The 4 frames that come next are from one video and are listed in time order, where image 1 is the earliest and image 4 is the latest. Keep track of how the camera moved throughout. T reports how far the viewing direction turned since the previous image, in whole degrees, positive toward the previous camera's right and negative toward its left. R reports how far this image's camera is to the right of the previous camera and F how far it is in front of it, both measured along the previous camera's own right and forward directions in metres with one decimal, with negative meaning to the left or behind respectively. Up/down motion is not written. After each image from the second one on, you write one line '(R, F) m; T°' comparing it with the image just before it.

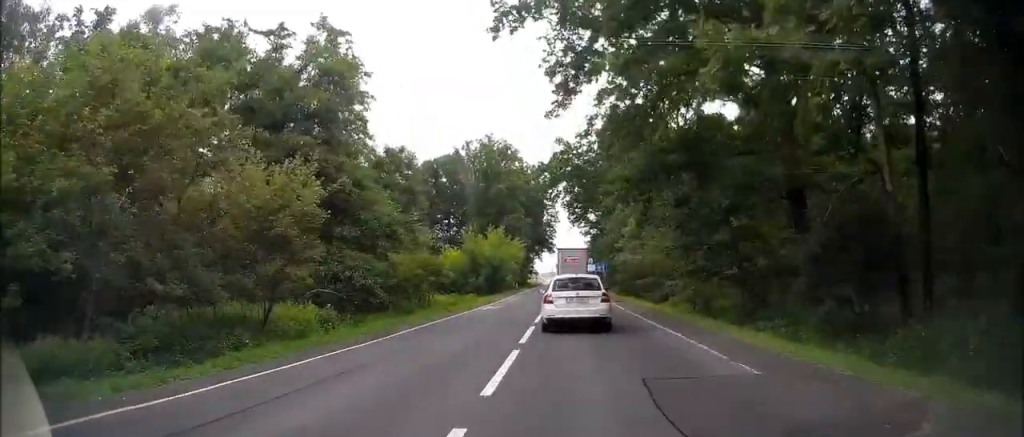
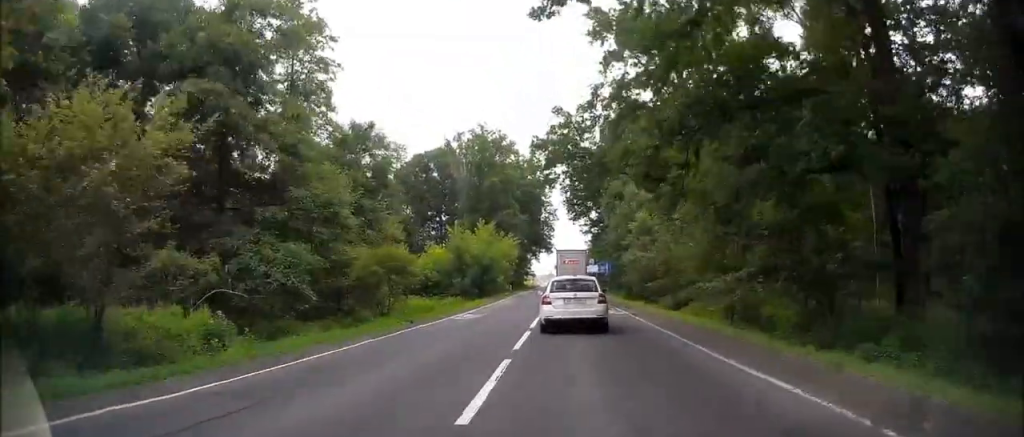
(+1.4, +8.1) m; -4°
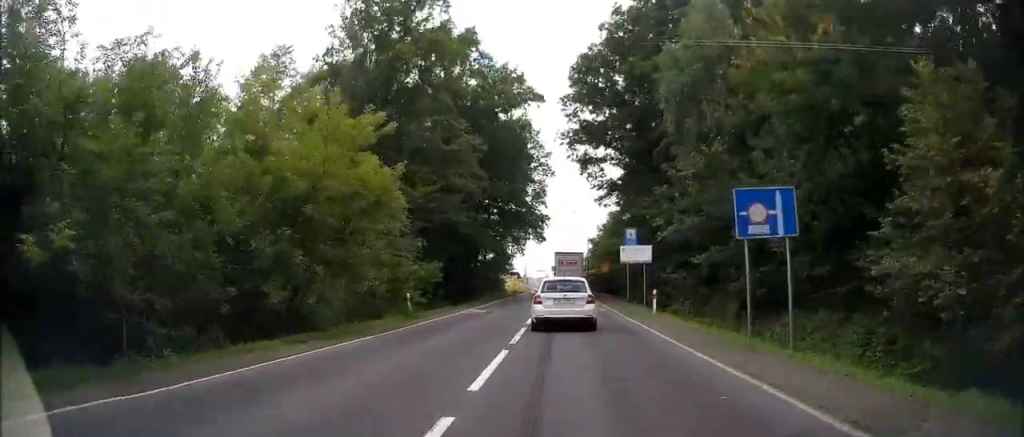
(-4.5, +47.1) m; -2°
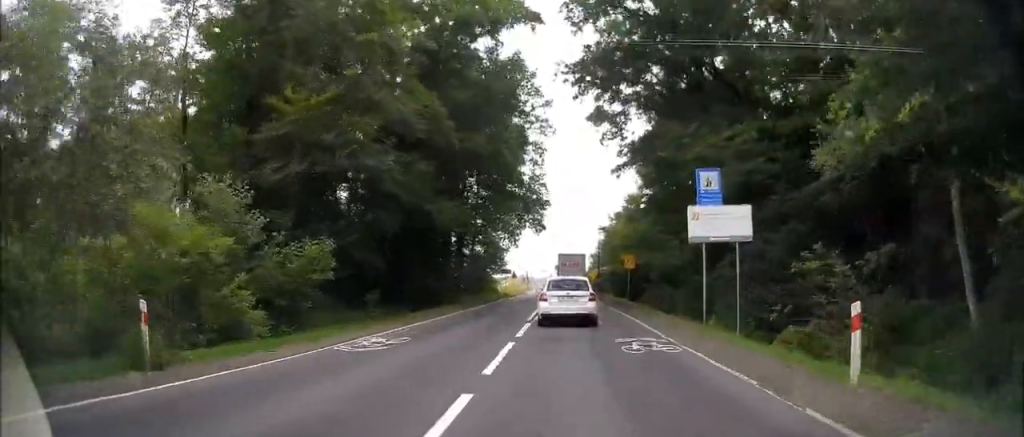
(-0.2, +16.9) m; -1°
